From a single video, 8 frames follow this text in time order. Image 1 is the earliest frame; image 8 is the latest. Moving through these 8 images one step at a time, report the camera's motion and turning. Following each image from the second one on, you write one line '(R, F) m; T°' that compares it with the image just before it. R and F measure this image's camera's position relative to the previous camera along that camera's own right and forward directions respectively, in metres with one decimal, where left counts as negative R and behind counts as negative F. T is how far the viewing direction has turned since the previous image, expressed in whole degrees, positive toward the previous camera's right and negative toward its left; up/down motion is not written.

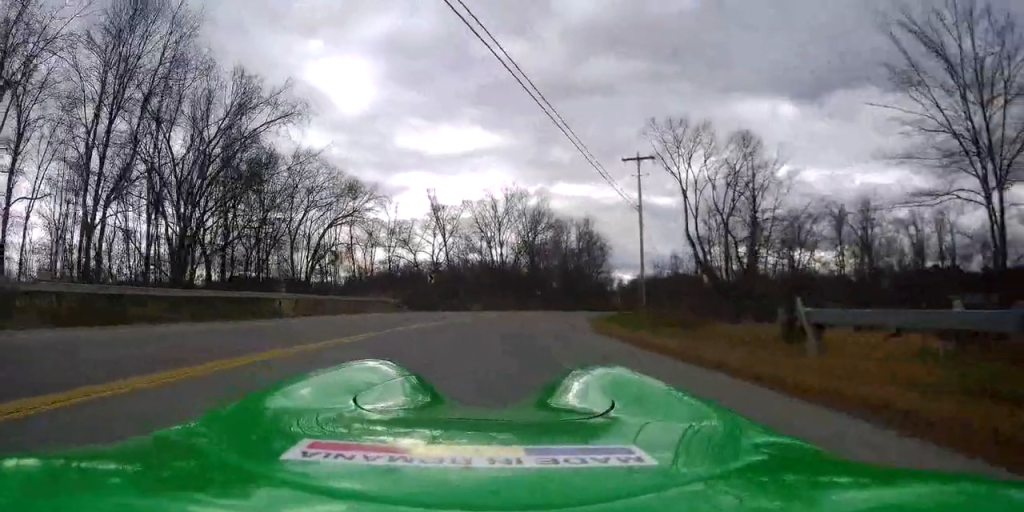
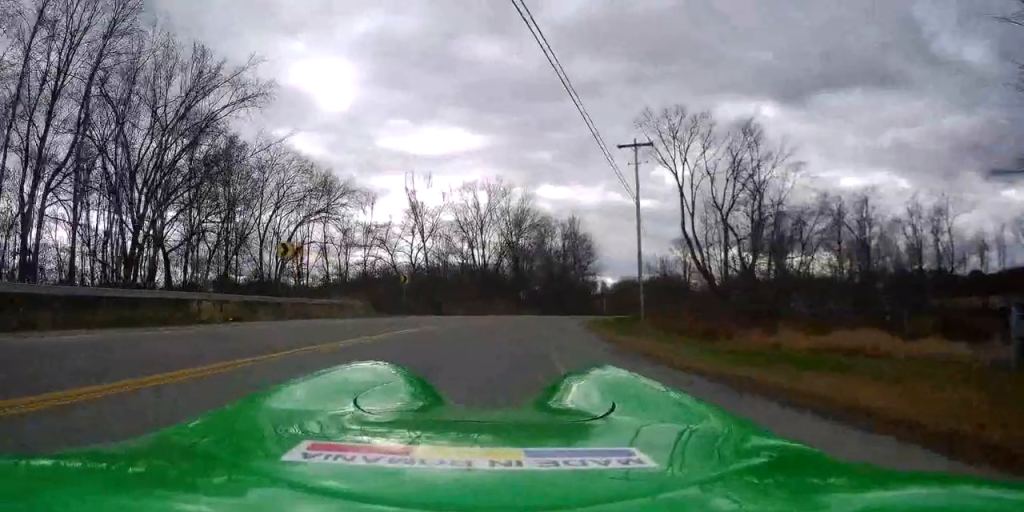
(+0.1, +4.3) m; +2°
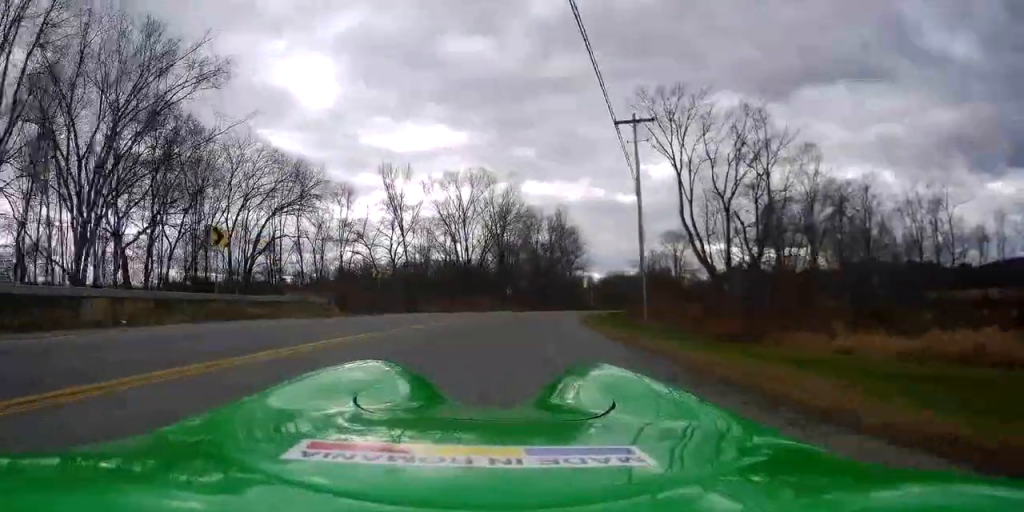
(+0.1, +4.4) m; +2°
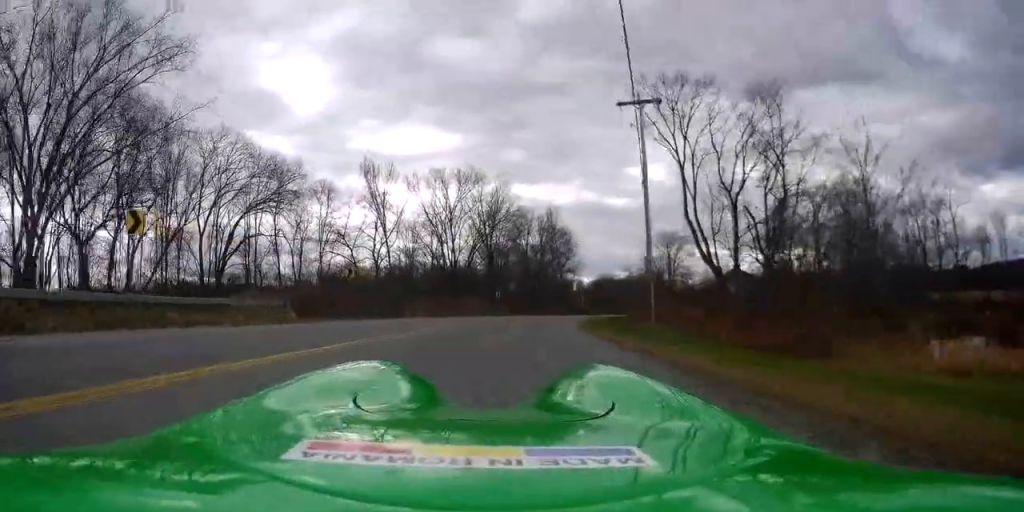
(+0.1, +4.0) m; +2°
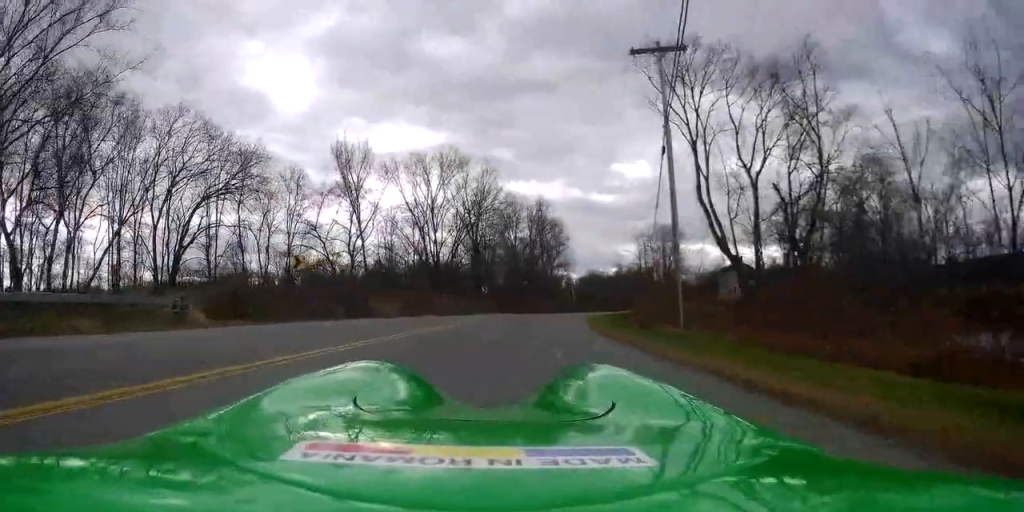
(+0.2, +6.6) m; +3°
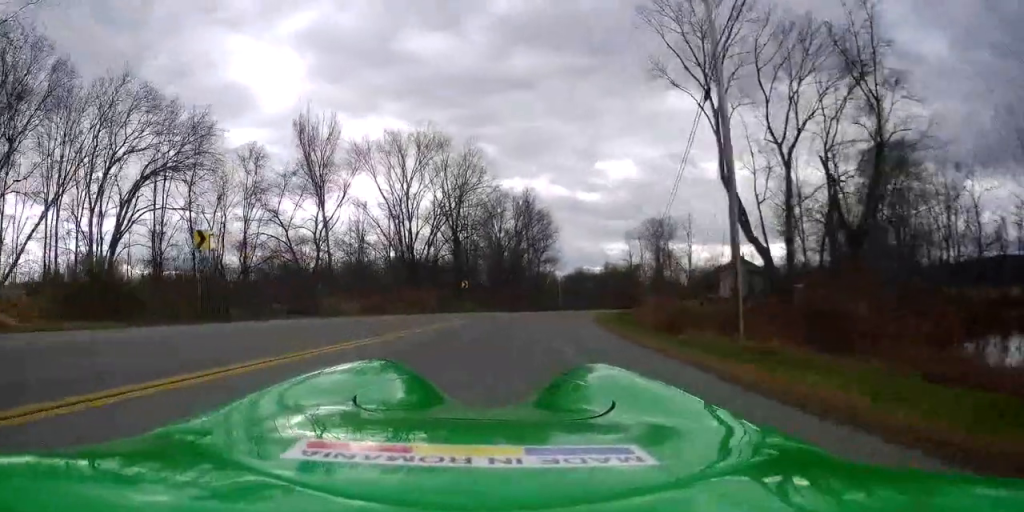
(+0.2, +7.2) m; +2°
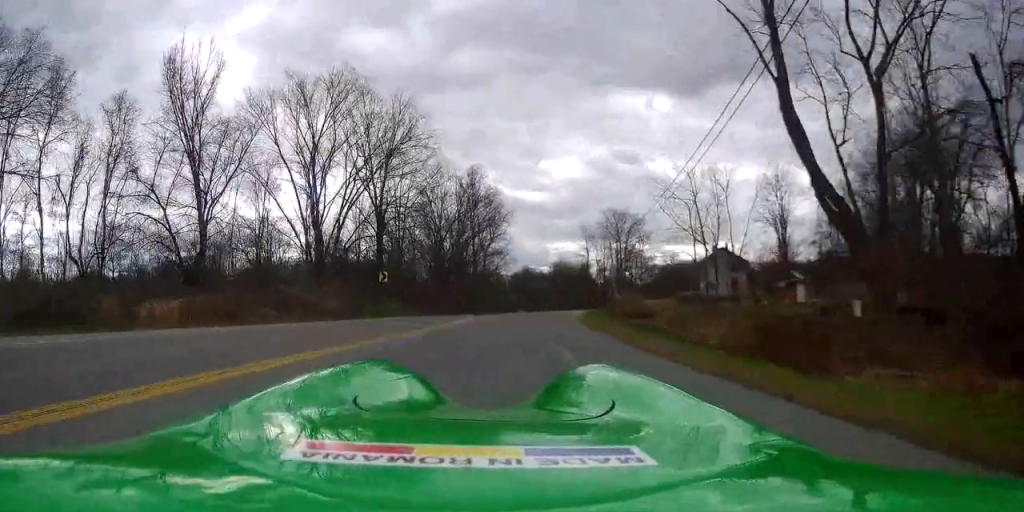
(+0.1, +14.2) m; 0°
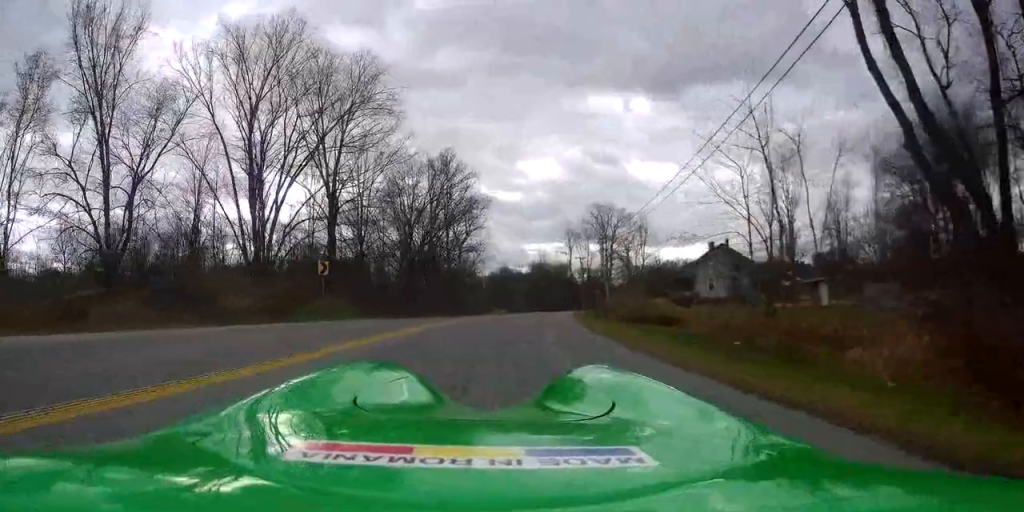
(-0.1, +8.0) m; 0°
